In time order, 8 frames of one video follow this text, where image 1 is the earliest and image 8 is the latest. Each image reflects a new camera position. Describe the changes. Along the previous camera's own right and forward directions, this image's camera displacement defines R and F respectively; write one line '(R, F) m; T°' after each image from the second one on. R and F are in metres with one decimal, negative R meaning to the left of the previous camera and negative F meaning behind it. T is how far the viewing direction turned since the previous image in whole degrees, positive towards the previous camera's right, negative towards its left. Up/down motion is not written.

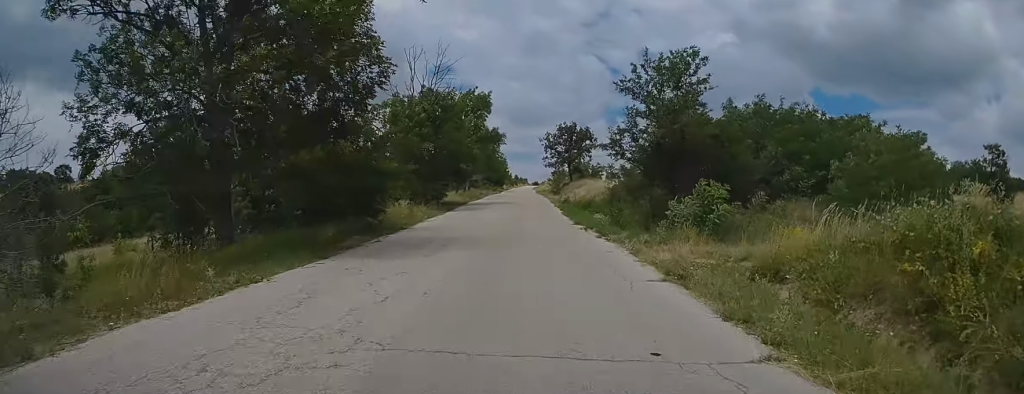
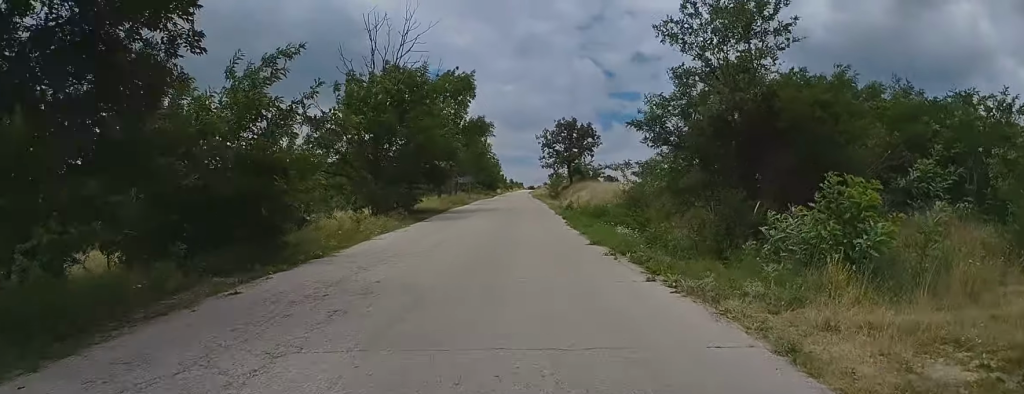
(+0.1, +8.9) m; 0°
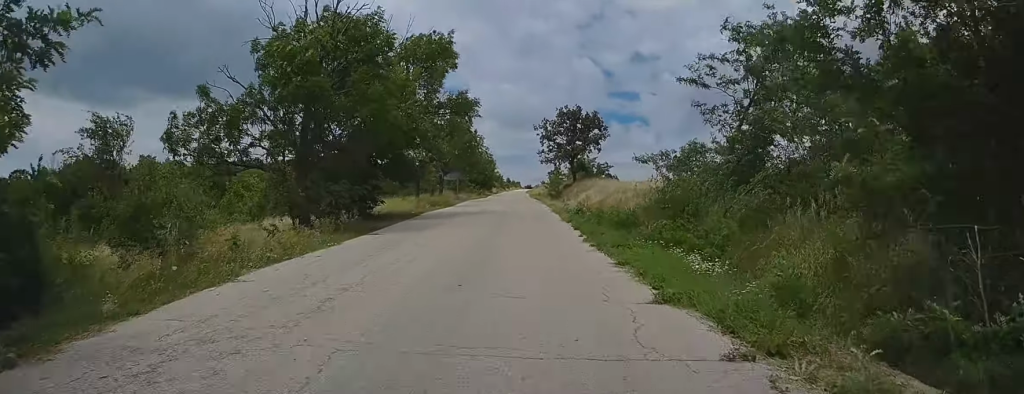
(0.0, +9.2) m; -1°
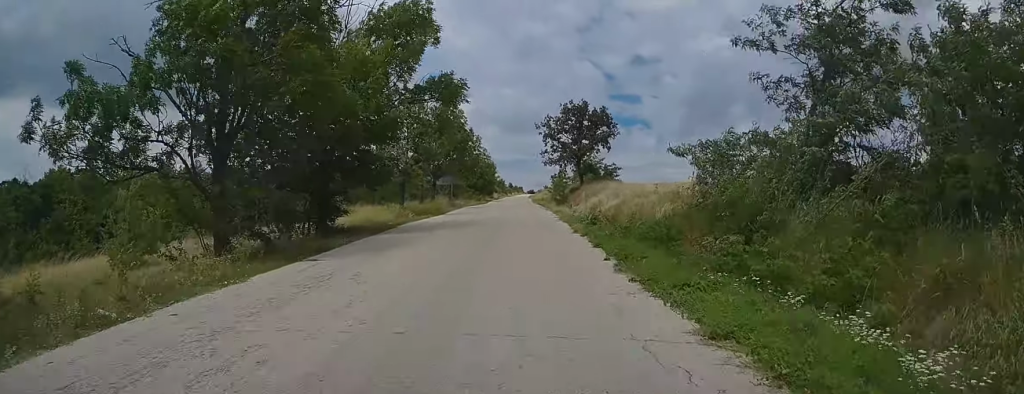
(0.0, +5.9) m; -1°
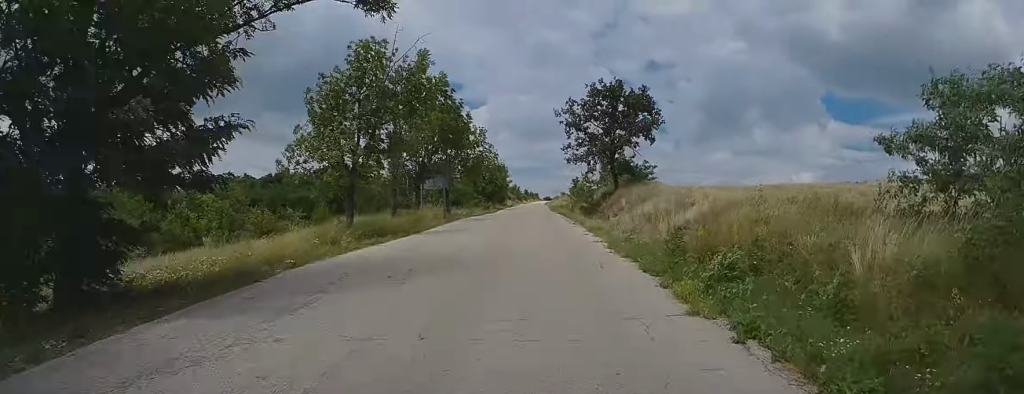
(-0.2, +13.4) m; -1°
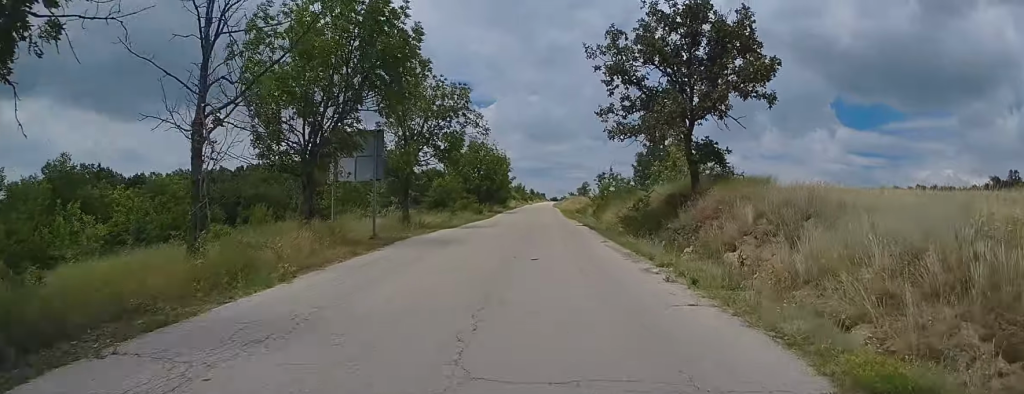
(0.0, +19.4) m; 0°
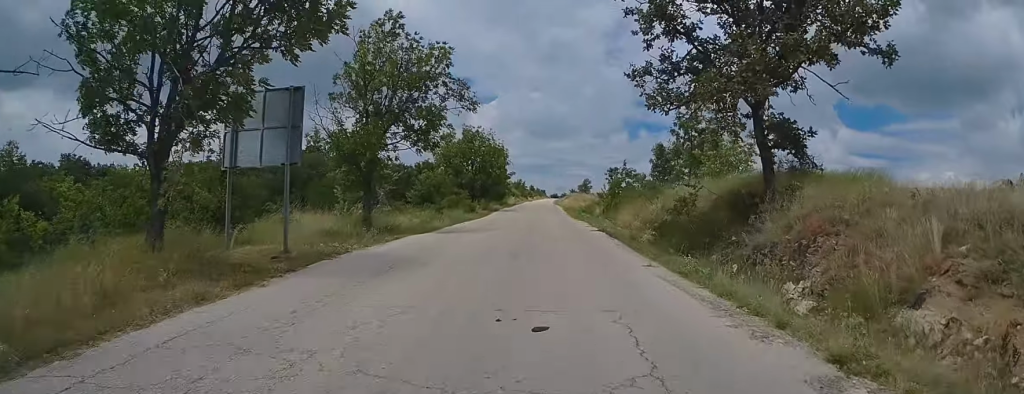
(0.0, +7.6) m; 0°
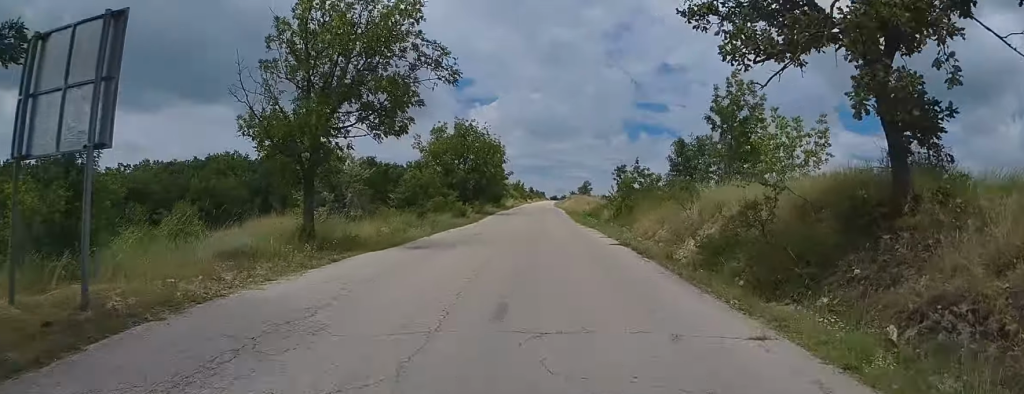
(0.0, +6.5) m; 0°
